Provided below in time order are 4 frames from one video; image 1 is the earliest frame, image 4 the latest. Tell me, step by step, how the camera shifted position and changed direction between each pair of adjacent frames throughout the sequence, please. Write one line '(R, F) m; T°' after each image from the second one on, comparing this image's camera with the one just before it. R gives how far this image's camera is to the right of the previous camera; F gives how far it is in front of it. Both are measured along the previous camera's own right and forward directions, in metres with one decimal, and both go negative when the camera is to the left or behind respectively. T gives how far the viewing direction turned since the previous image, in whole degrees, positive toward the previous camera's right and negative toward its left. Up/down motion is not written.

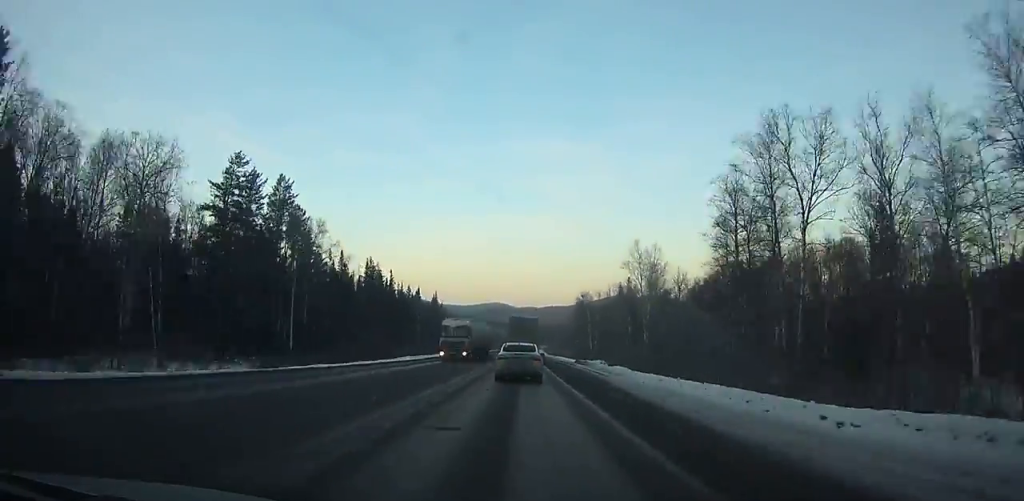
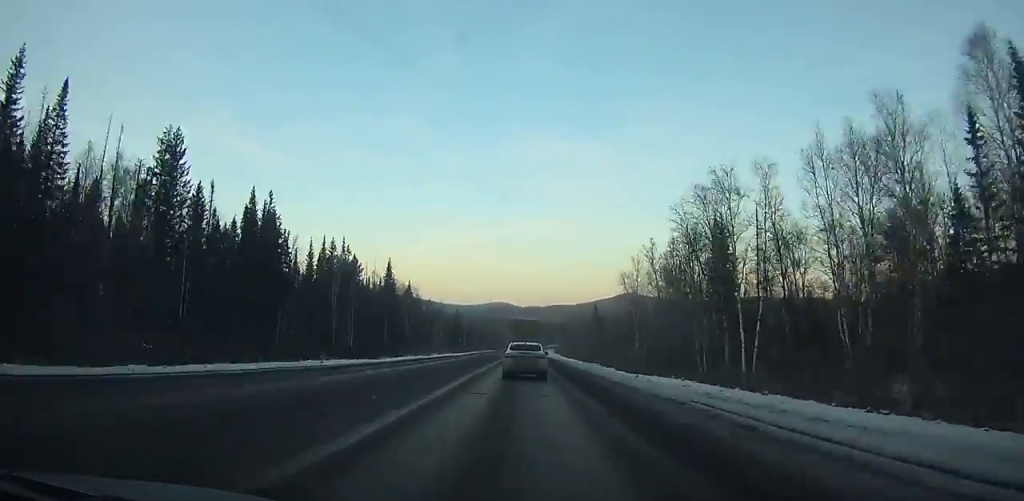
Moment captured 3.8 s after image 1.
(-0.1, +92.1) m; 0°
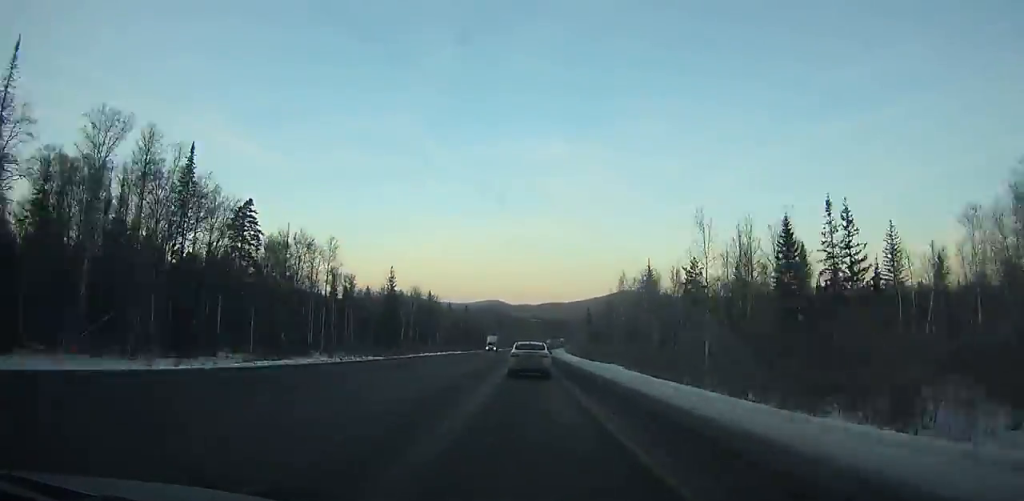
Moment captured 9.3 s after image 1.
(+0.5, +135.1) m; +1°
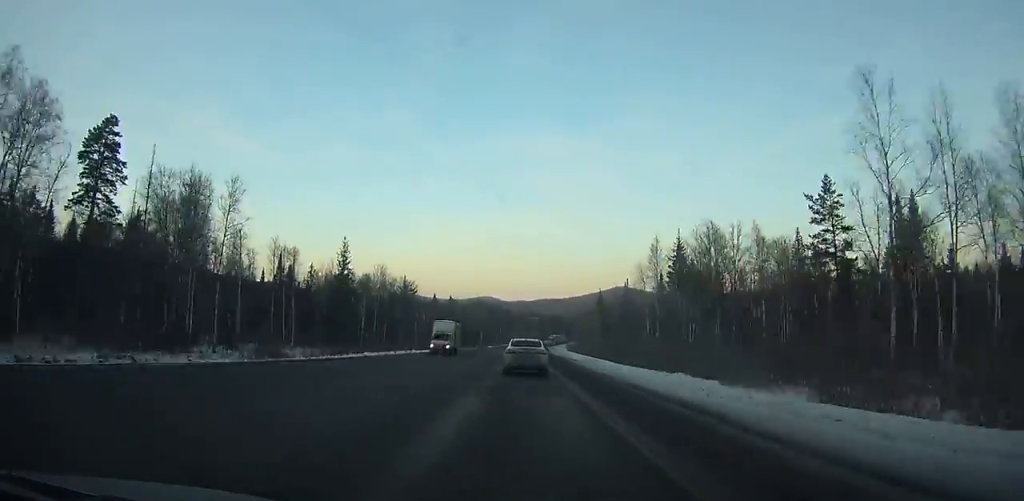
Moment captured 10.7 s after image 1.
(0.0, +34.8) m; +1°
